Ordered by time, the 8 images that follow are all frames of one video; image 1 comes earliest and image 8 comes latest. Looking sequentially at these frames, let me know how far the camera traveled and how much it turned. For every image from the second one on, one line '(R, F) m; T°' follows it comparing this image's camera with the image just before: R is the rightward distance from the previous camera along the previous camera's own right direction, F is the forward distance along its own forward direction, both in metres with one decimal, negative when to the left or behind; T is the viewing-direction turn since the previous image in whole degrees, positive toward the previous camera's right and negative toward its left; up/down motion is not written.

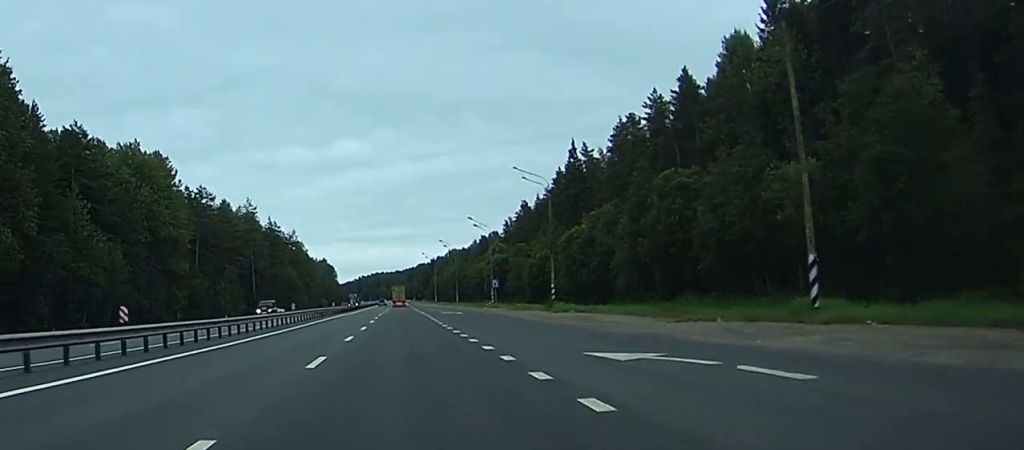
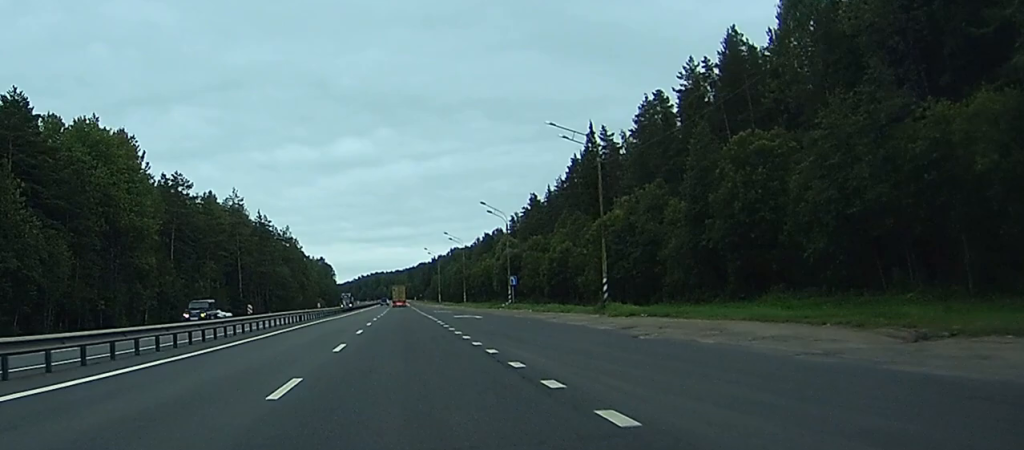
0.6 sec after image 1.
(+0.2, +17.1) m; +1°
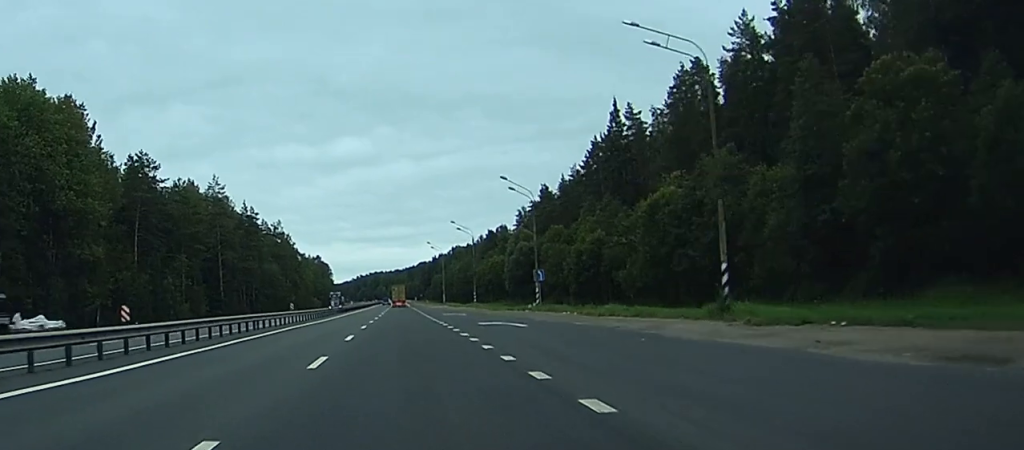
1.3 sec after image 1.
(0.0, +18.8) m; 0°
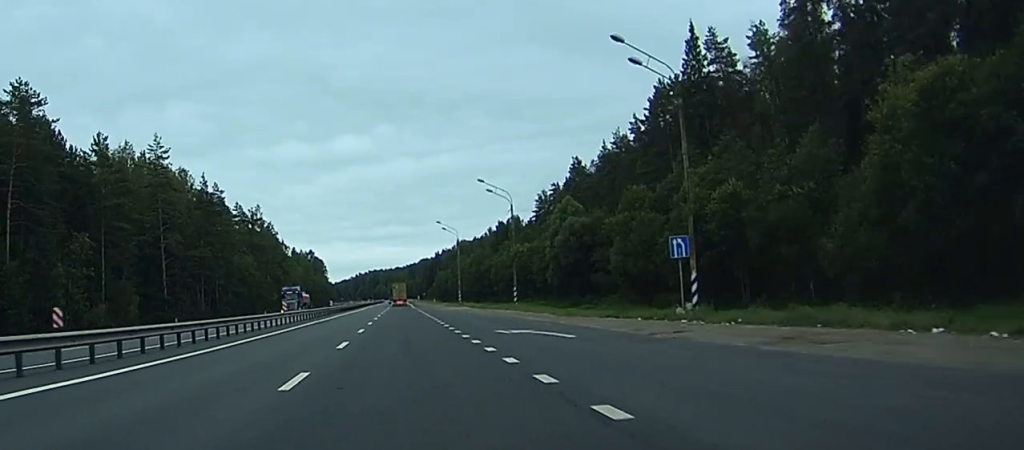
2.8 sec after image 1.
(-0.6, +39.1) m; -2°
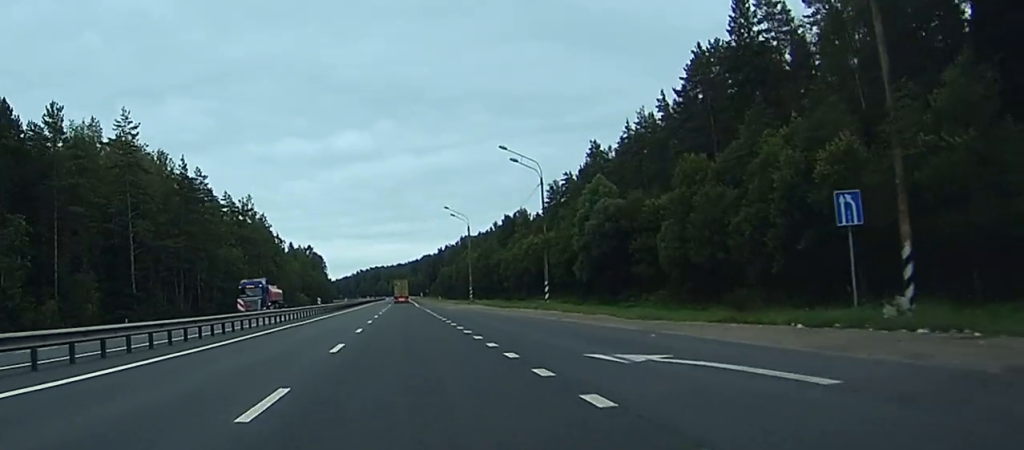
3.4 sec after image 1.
(-0.1, +15.0) m; 0°
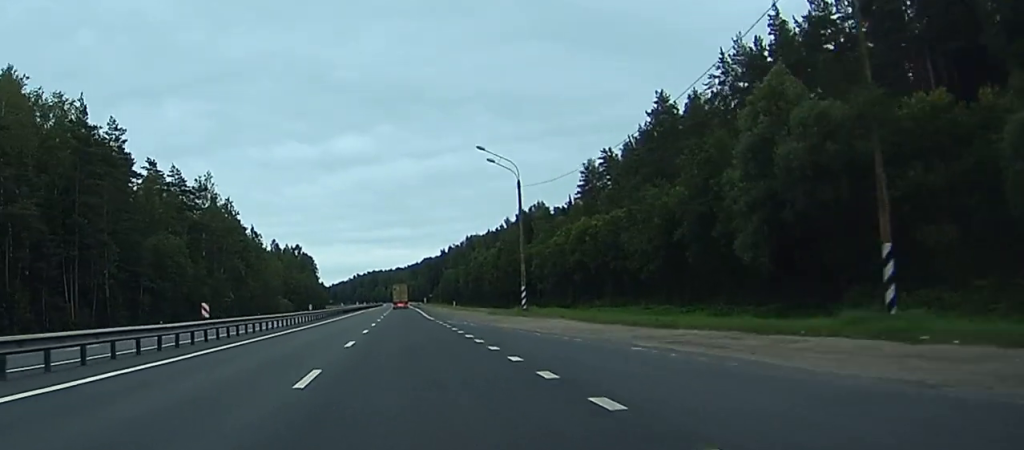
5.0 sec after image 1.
(0.0, +41.9) m; 0°
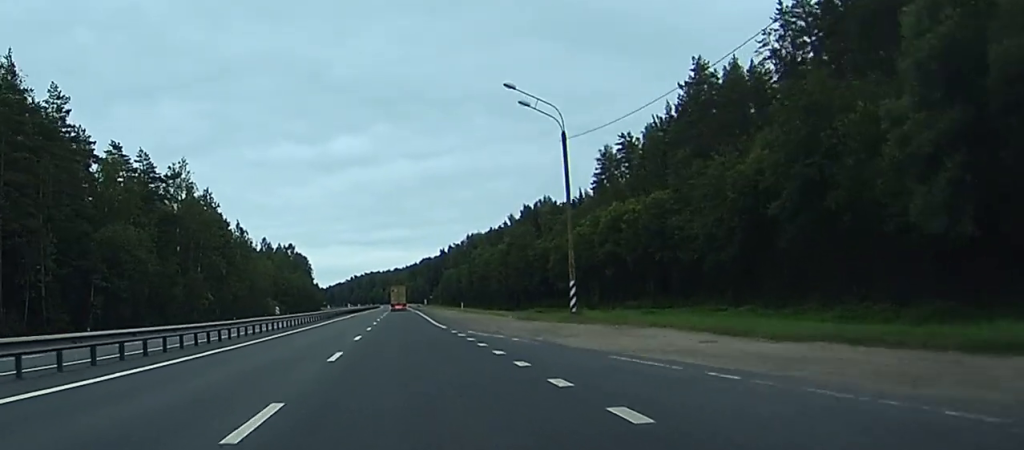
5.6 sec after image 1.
(0.0, +16.6) m; 0°
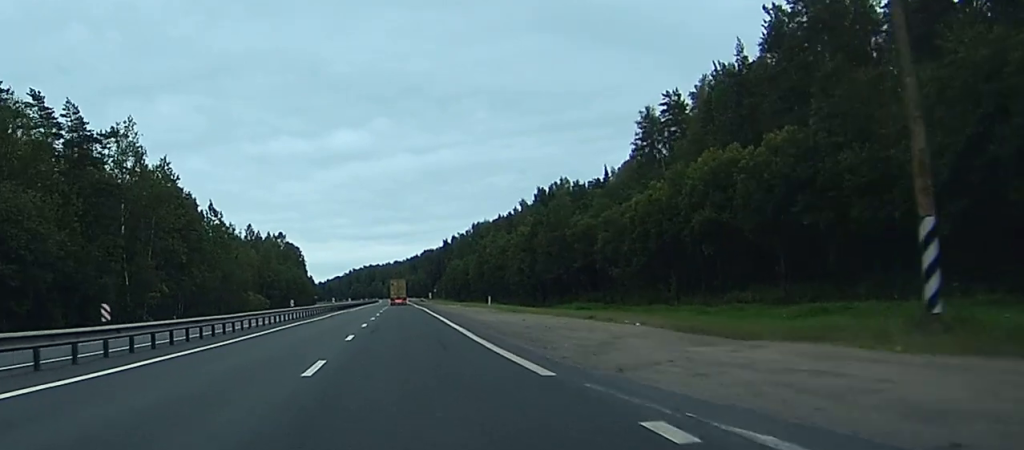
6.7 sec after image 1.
(+0.1, +28.2) m; 0°
